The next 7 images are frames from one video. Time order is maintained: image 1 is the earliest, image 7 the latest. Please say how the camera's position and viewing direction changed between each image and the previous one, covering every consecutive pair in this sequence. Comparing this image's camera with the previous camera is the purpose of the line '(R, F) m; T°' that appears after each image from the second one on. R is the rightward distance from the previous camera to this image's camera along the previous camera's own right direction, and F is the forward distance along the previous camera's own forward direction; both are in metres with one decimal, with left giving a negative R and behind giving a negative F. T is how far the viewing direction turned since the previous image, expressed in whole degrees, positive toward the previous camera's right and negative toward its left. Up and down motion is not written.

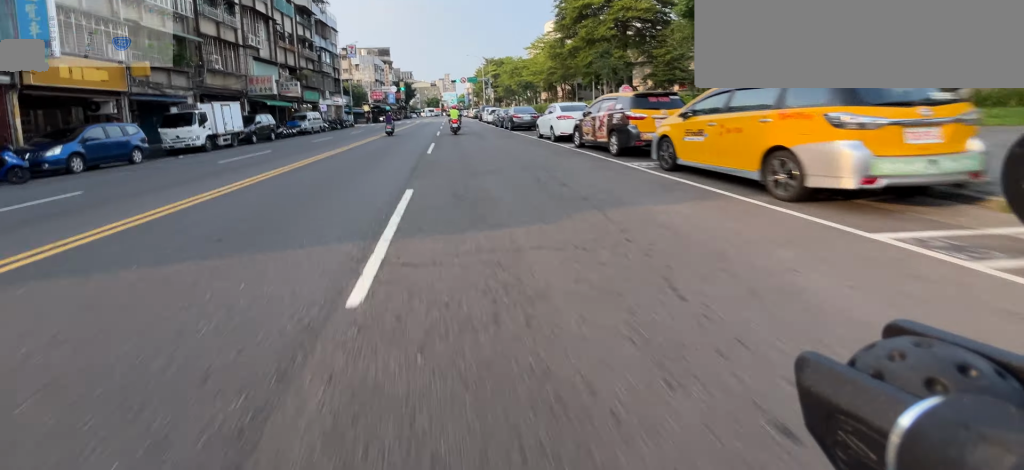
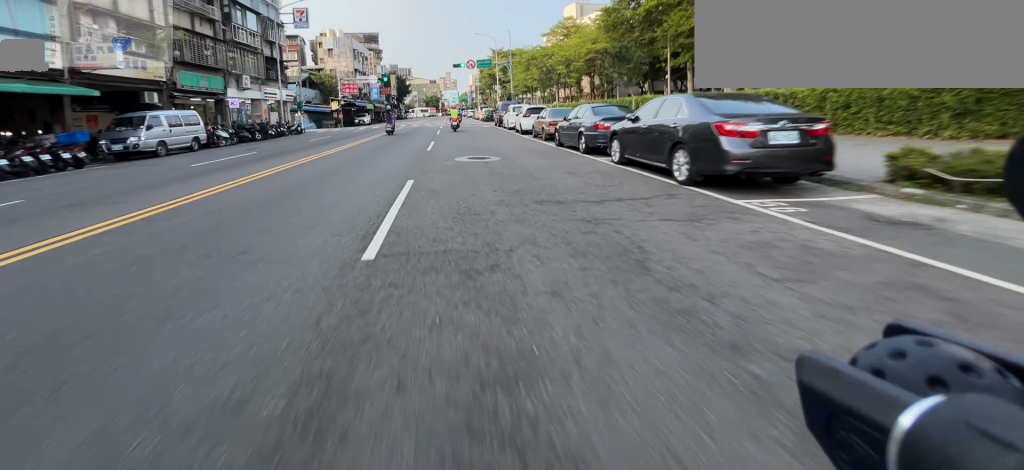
(+0.1, +17.7) m; +1°
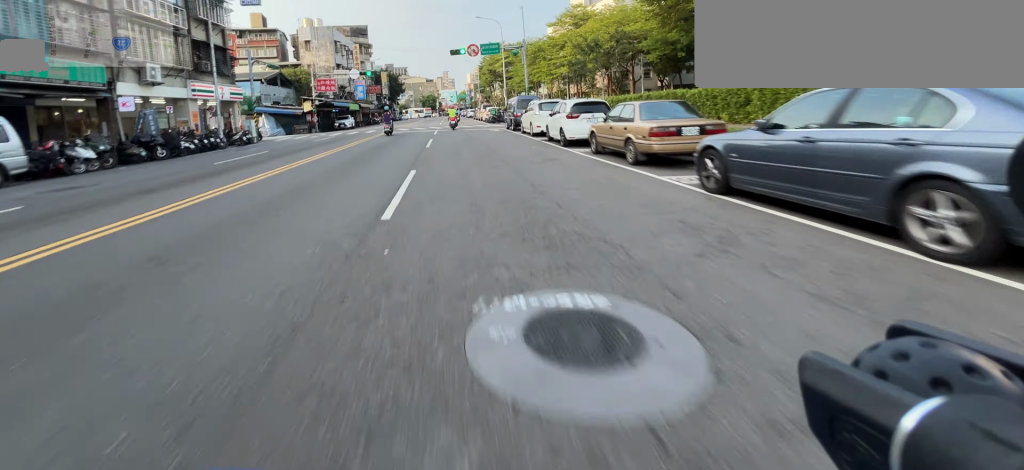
(0.0, +9.5) m; 0°
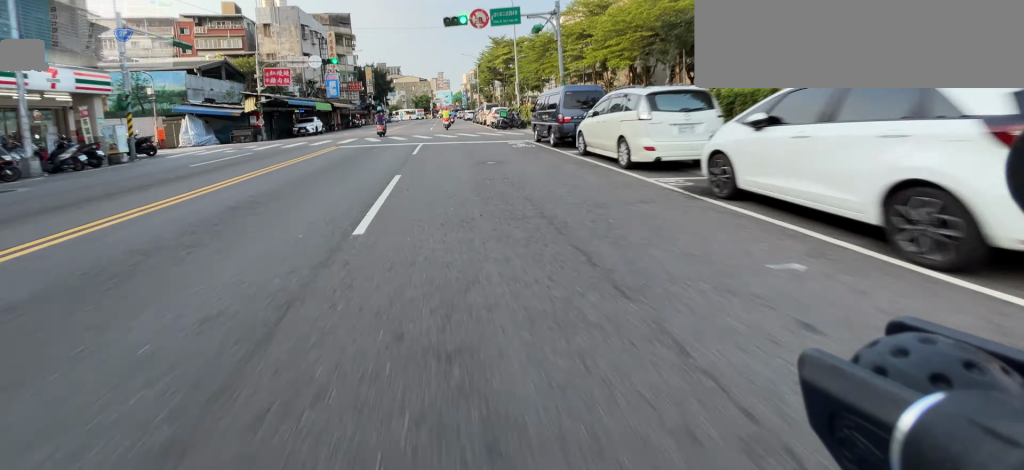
(0.0, +11.5) m; 0°
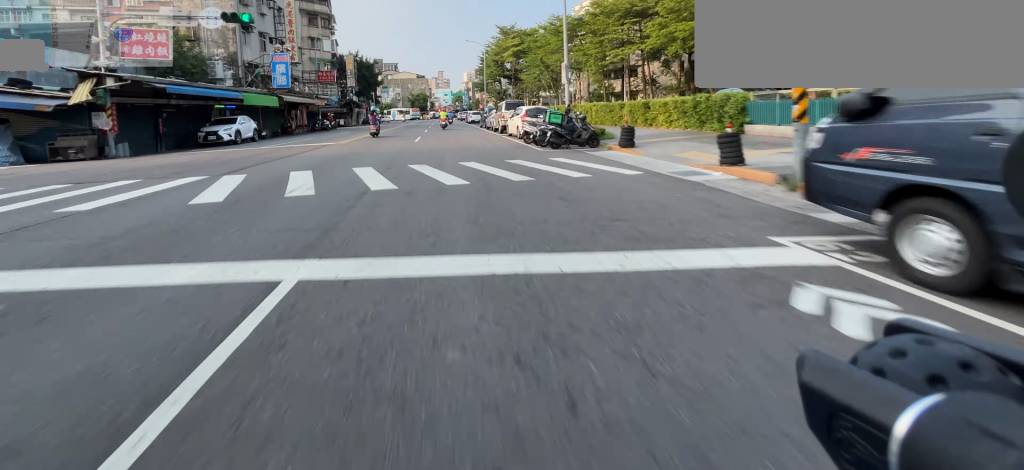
(0.0, +15.2) m; 0°
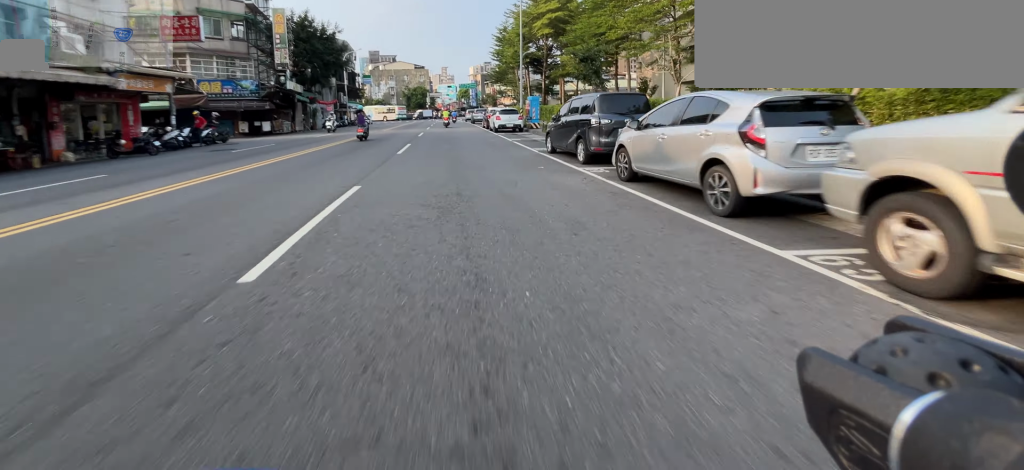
(0.0, +27.9) m; 0°
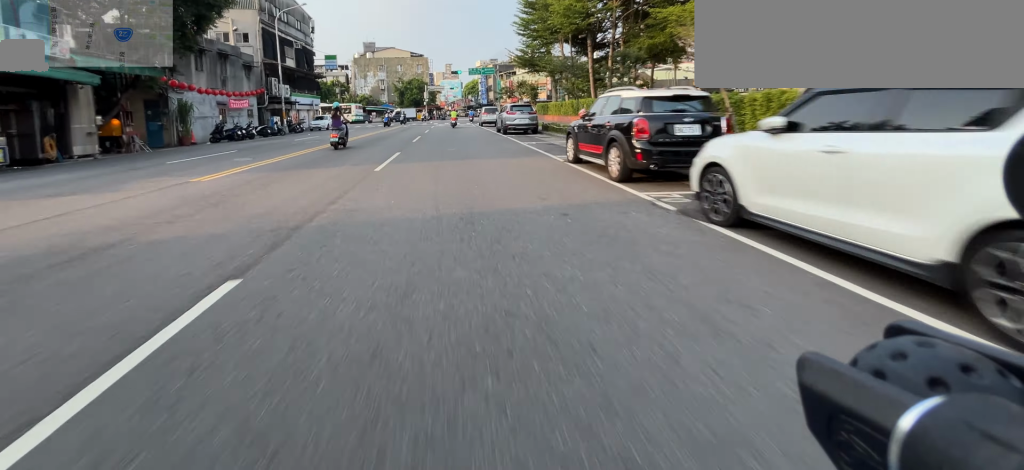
(+0.1, +25.1) m; 0°
